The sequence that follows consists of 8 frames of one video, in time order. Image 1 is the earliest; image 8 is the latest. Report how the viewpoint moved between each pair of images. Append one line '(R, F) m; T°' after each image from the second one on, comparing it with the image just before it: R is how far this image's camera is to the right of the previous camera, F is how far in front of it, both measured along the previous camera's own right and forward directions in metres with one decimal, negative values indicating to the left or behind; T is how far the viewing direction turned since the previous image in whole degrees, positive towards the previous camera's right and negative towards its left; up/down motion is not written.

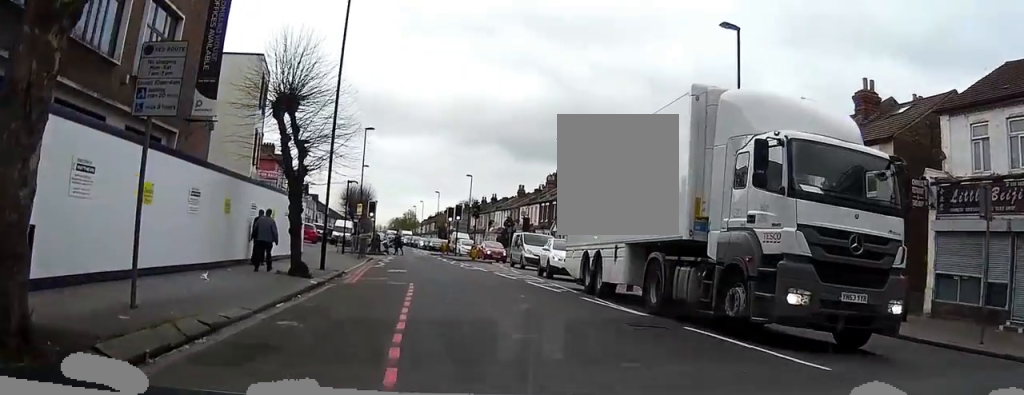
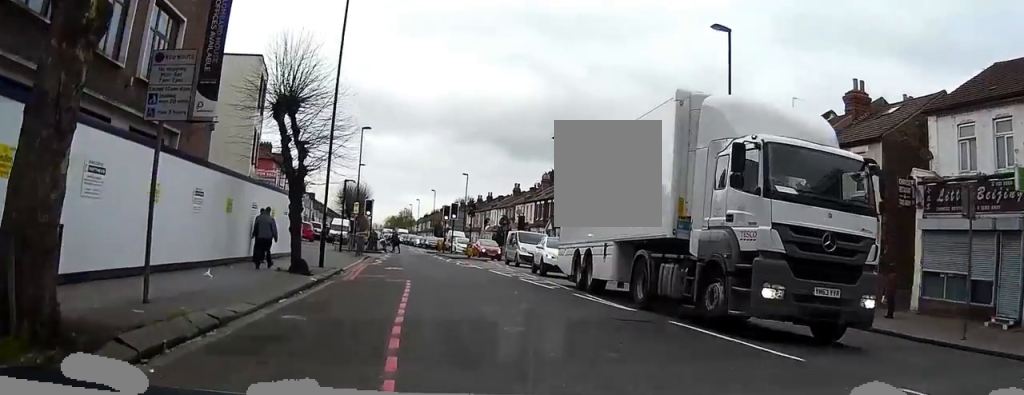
(-0.3, +6.8) m; -3°
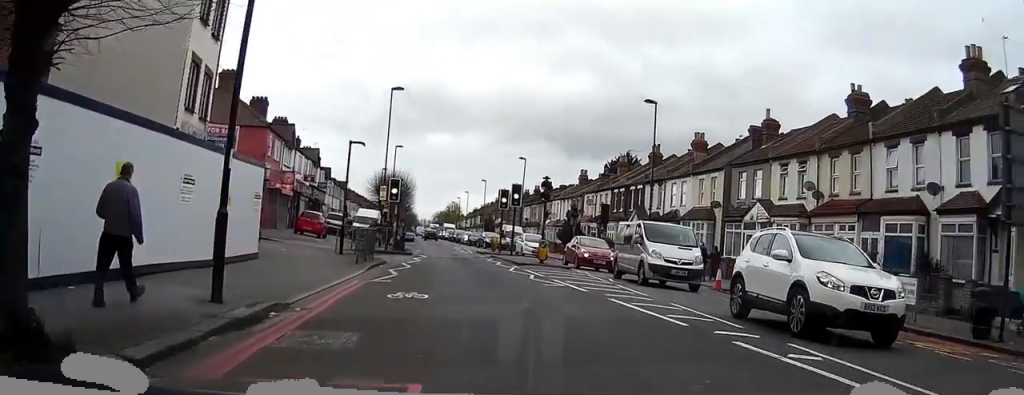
(-0.2, +13.9) m; -1°
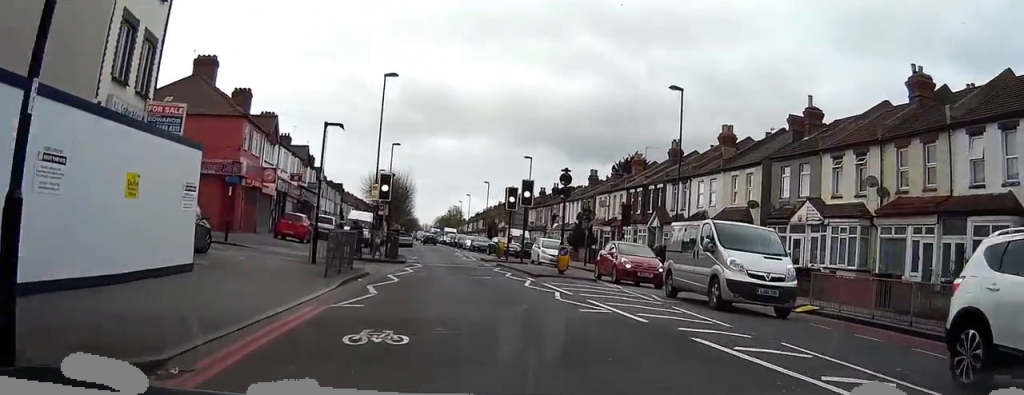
(+0.1, +5.0) m; -1°
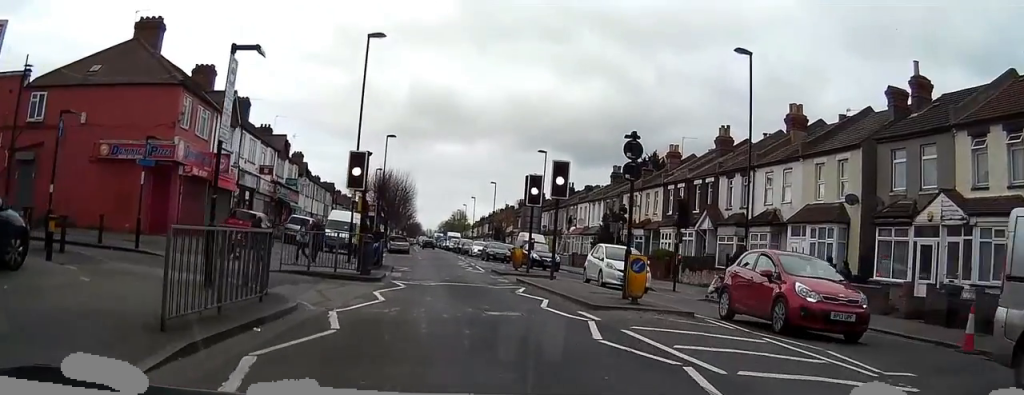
(-0.4, +8.3) m; -2°
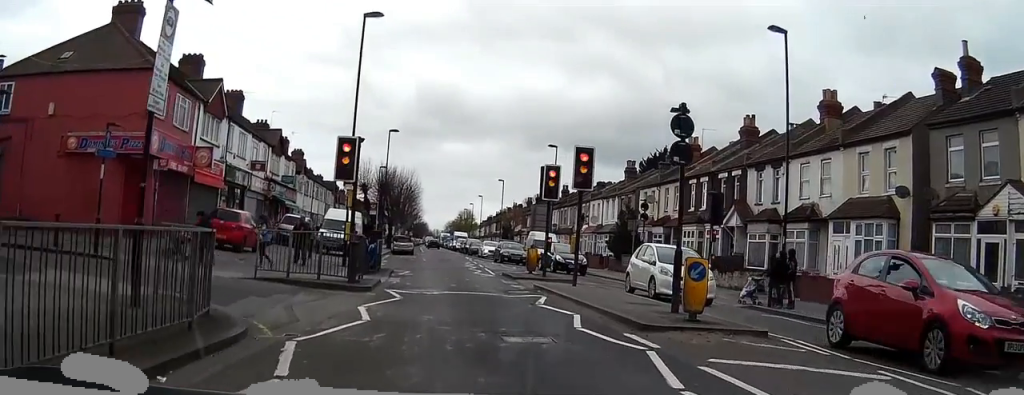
(0.0, +2.7) m; +2°
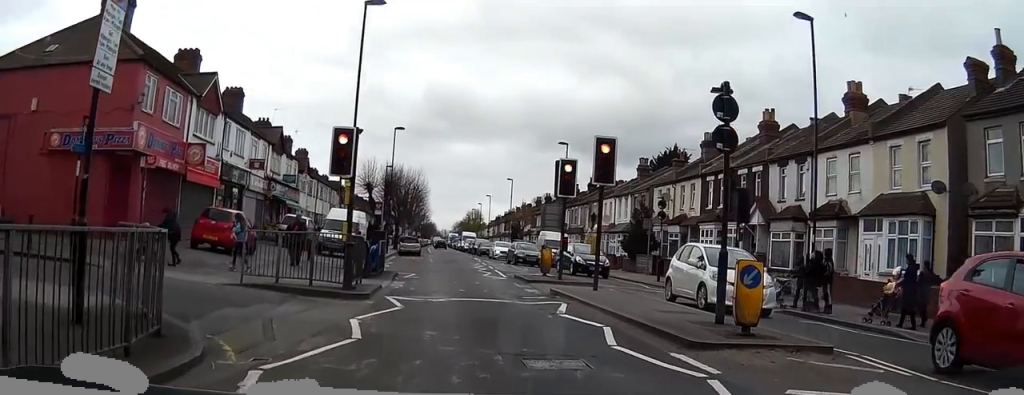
(0.0, +1.5) m; +2°
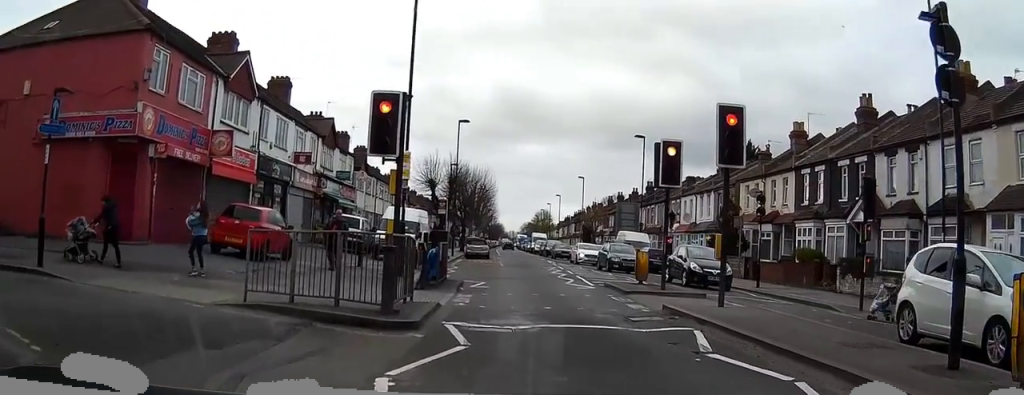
(+0.3, +3.9) m; +1°
